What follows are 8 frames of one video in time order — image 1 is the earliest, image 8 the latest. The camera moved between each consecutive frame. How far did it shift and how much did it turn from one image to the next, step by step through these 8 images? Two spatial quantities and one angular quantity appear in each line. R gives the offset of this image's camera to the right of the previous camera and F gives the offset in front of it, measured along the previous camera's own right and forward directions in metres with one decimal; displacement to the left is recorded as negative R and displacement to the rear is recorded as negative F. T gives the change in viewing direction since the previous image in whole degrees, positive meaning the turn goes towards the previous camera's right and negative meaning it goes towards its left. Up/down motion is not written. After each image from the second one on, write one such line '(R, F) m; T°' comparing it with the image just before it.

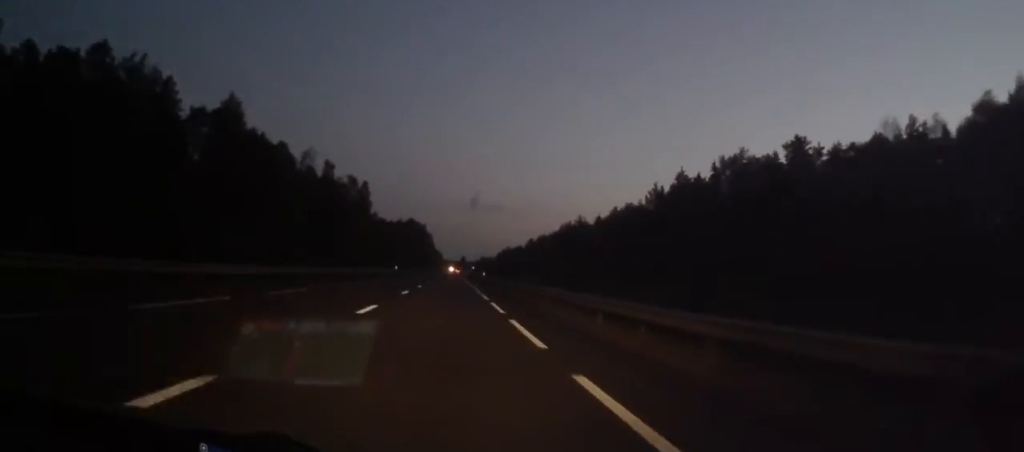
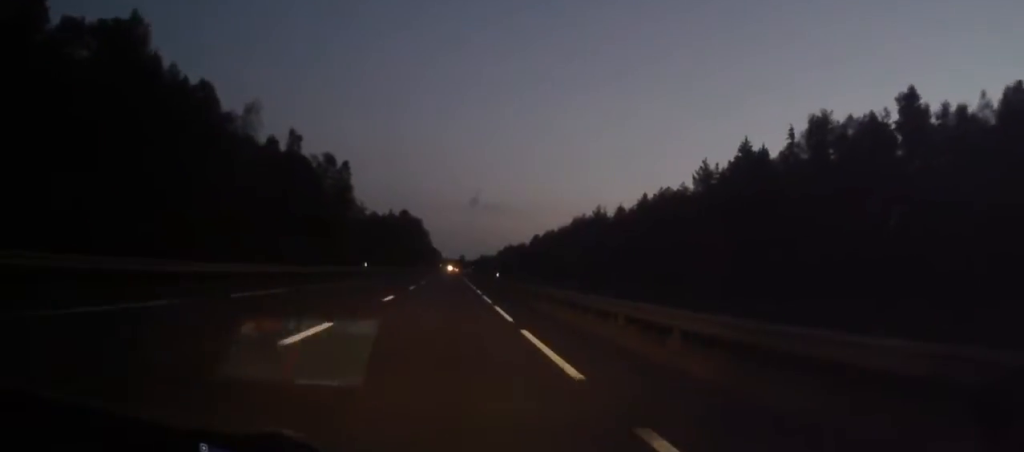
(-0.1, +30.3) m; 0°
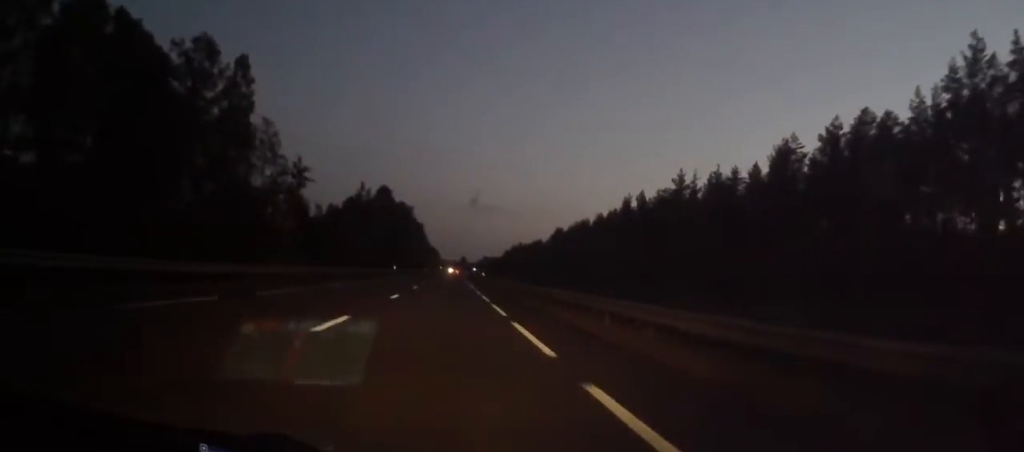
(0.0, +70.3) m; 0°
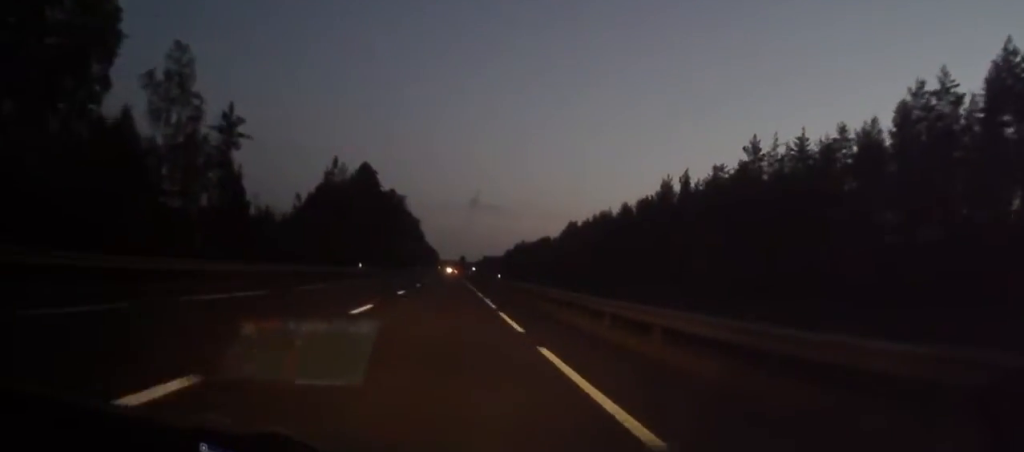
(+0.1, +32.0) m; 0°
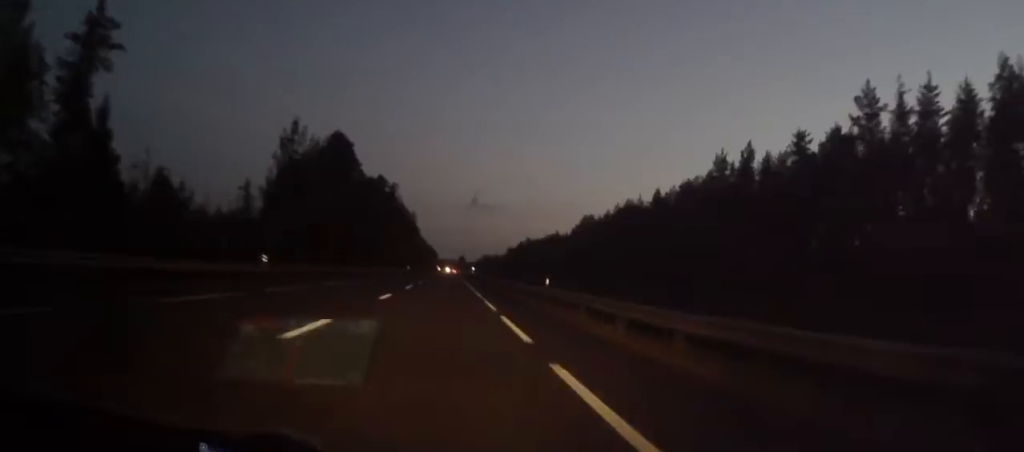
(0.0, +29.2) m; 0°
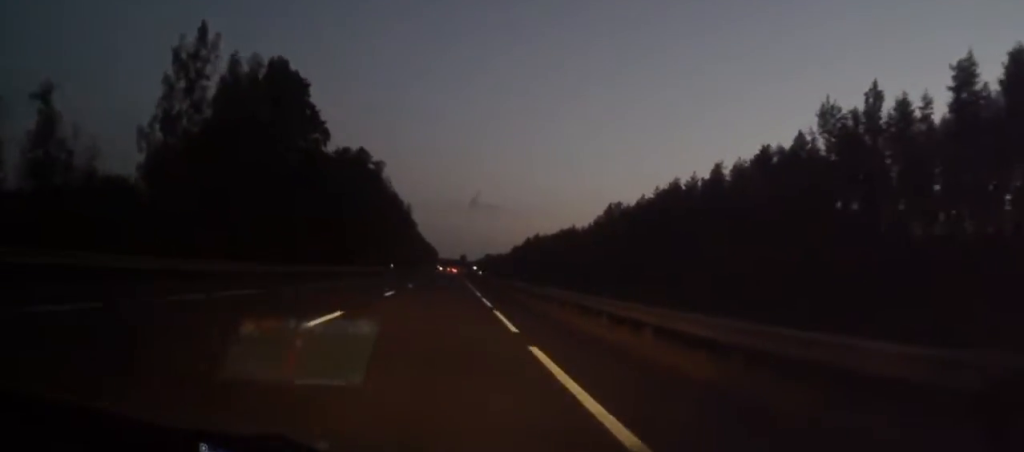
(-0.1, +34.4) m; 0°
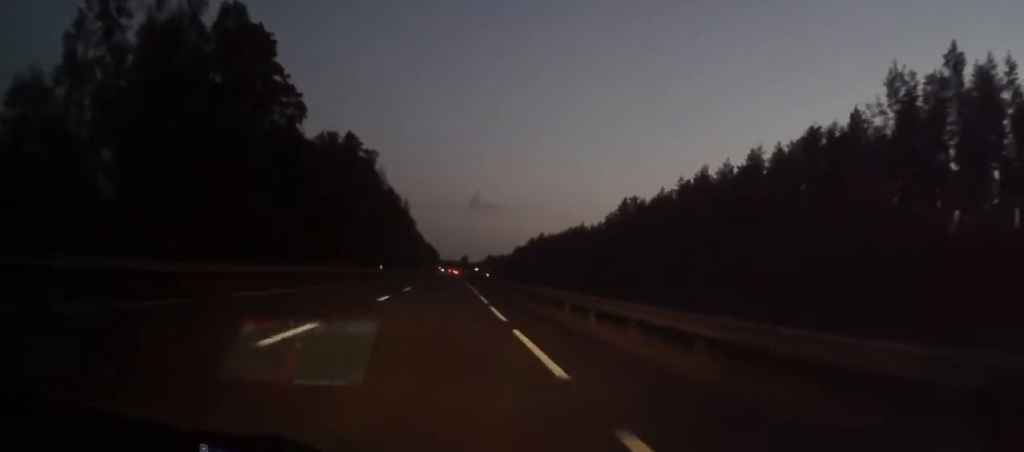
(0.0, +14.7) m; 0°
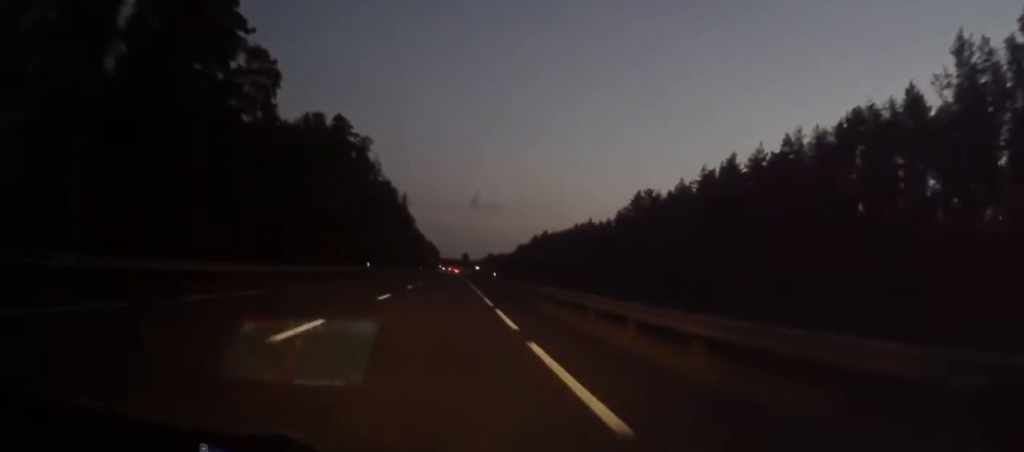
(0.0, +11.8) m; 0°
